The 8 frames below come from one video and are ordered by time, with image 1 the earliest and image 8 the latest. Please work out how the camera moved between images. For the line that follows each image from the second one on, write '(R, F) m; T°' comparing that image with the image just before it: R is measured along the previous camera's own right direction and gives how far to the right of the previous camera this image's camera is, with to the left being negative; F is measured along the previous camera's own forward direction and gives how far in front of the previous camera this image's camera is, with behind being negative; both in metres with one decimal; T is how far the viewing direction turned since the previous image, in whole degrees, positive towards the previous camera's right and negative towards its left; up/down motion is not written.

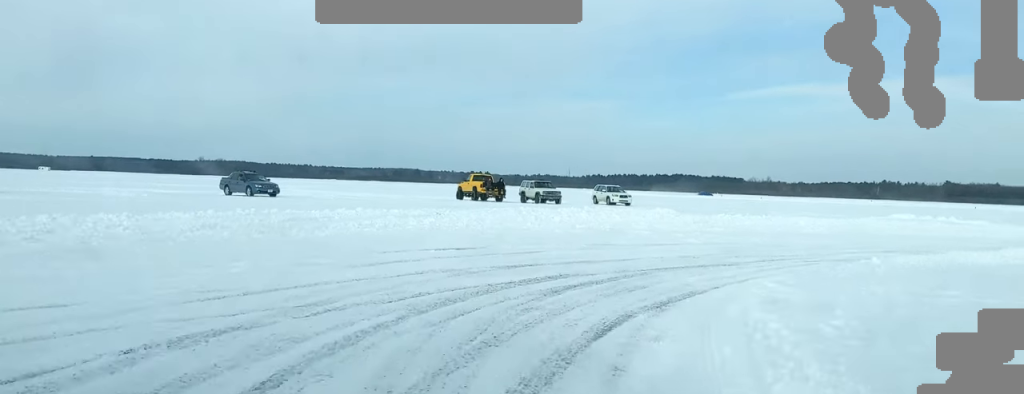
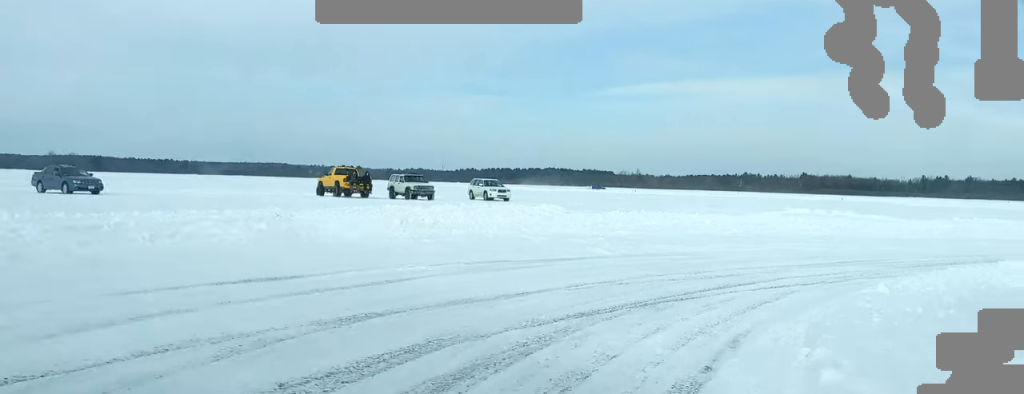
(+0.6, +5.9) m; +11°
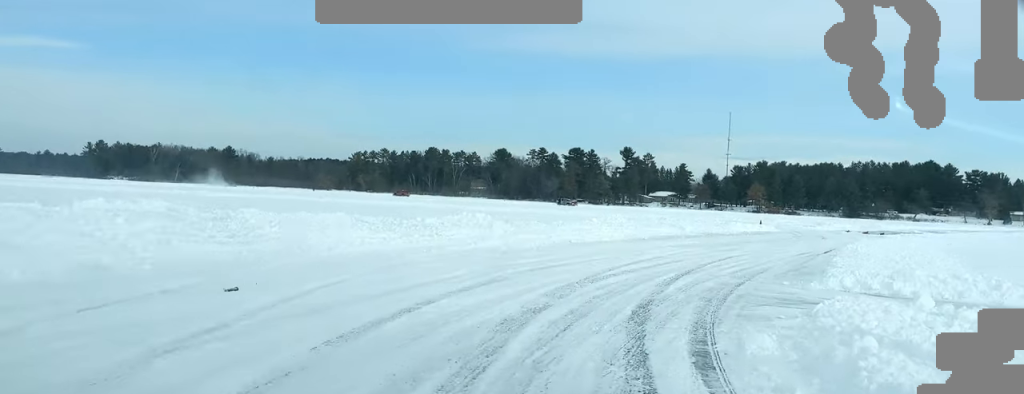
(+11.0, +22.2) m; +52°
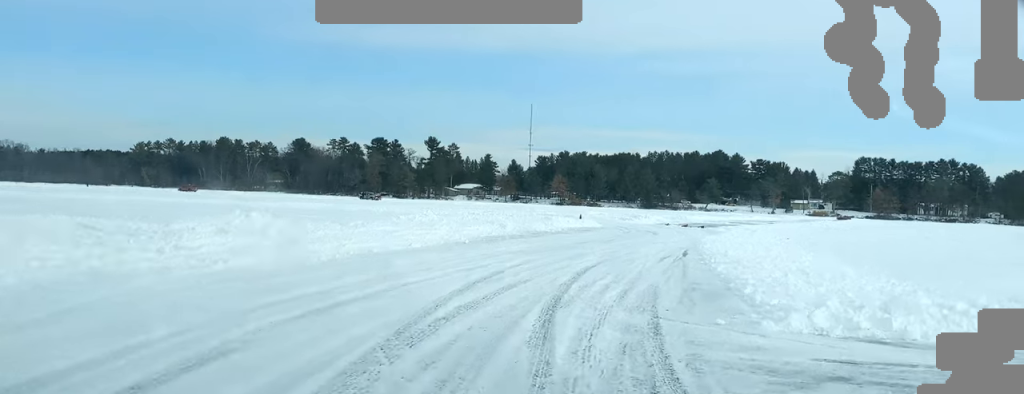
(+1.0, +8.5) m; +11°
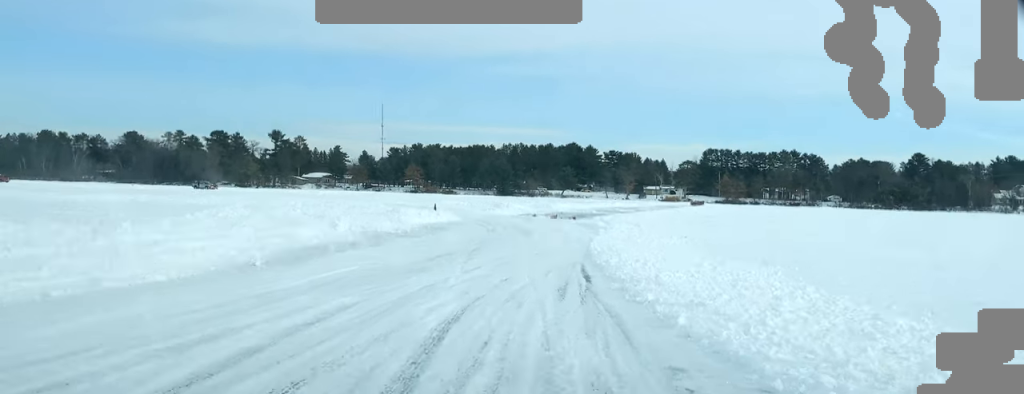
(+0.7, +9.9) m; +7°
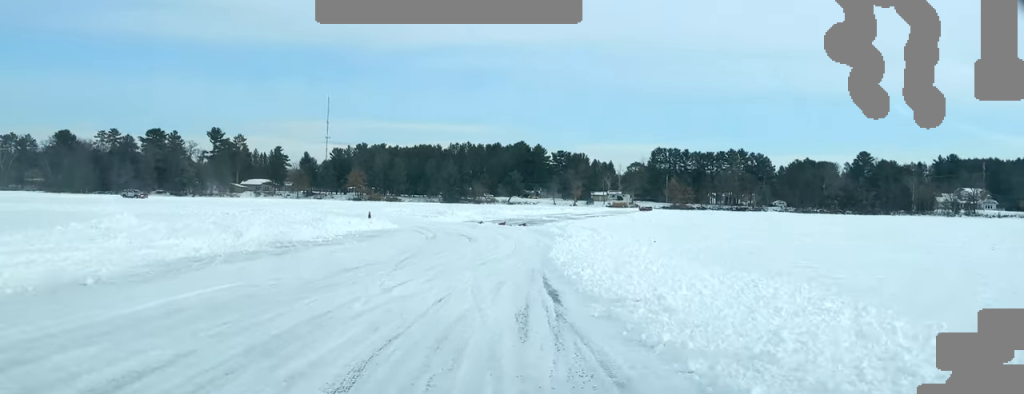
(+0.2, +5.7) m; +2°
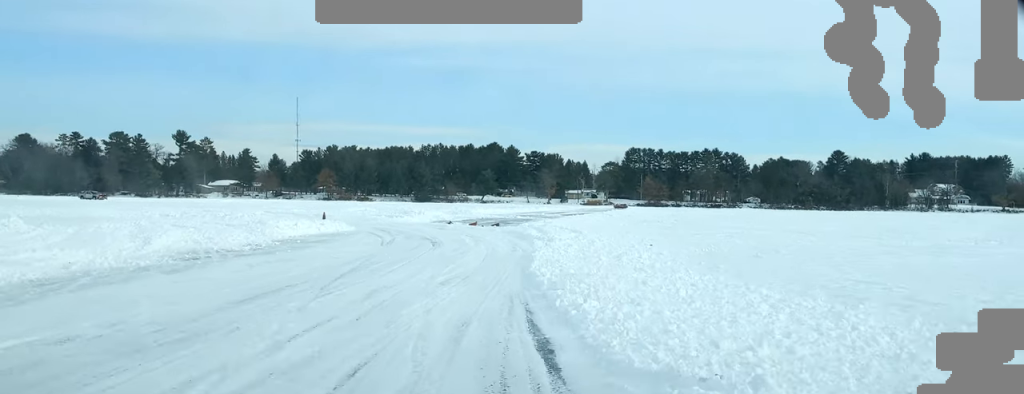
(+0.1, +5.0) m; +1°
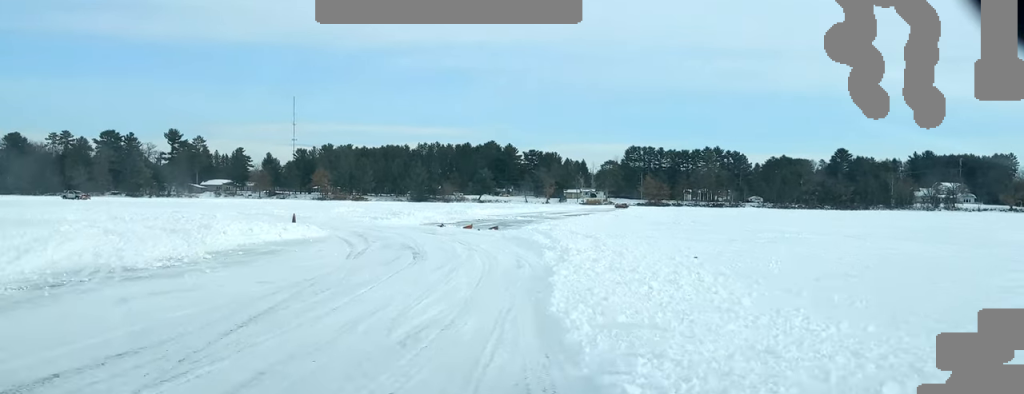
(+0.1, +6.2) m; +1°
